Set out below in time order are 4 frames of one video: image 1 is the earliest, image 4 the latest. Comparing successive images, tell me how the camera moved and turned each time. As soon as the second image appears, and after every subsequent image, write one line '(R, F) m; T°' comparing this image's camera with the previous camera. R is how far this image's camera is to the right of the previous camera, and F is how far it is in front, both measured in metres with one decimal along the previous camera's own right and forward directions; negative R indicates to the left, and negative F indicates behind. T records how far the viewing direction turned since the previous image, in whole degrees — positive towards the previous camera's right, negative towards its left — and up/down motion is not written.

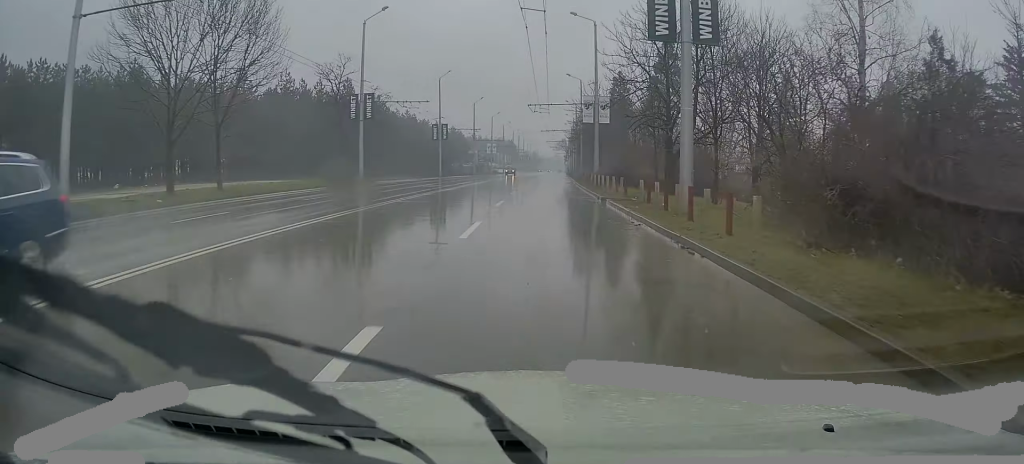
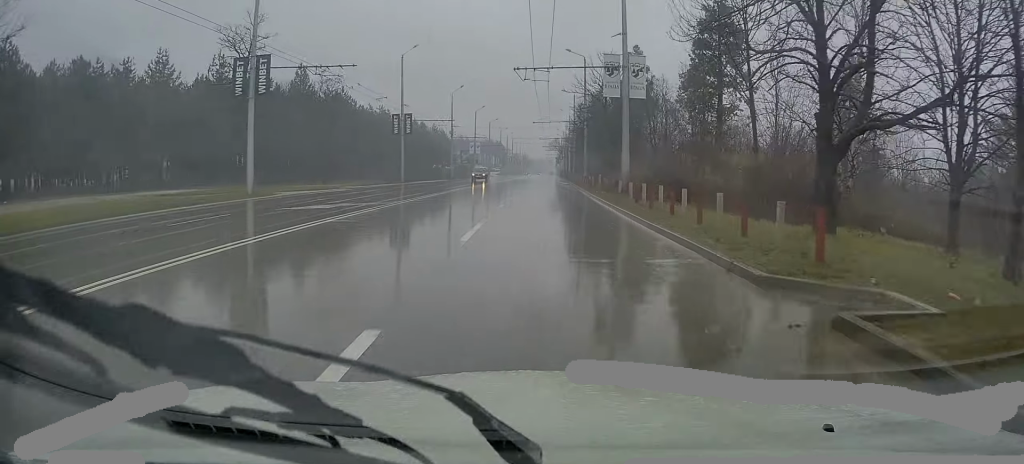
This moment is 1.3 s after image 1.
(-0.1, +17.8) m; +1°
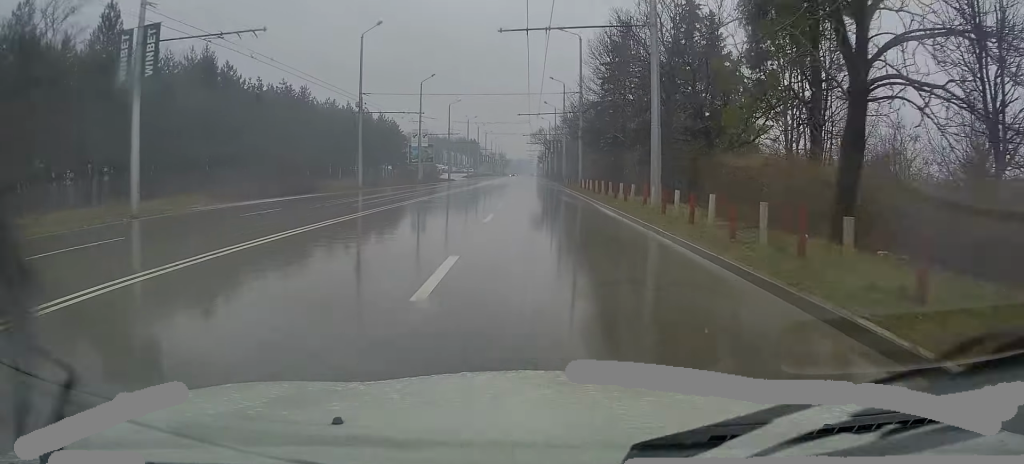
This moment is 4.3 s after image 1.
(+0.1, +40.2) m; 0°
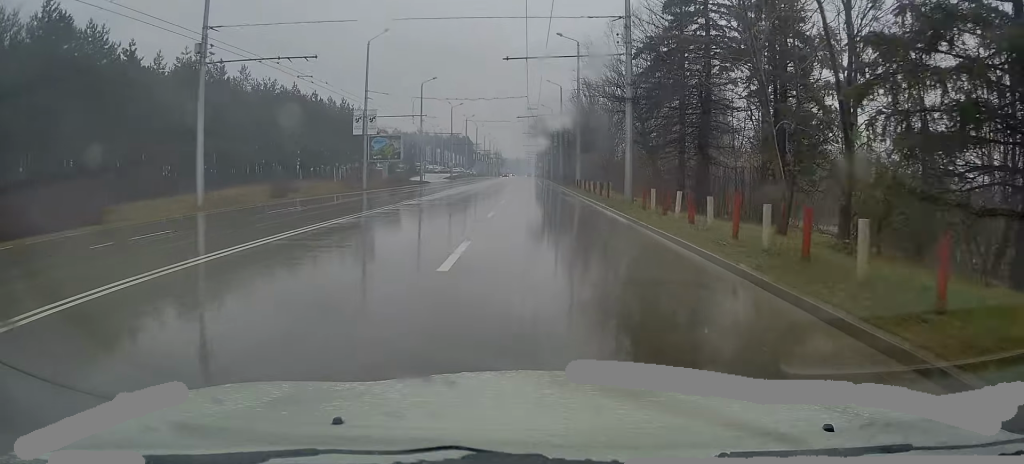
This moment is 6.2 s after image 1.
(+0.1, +24.6) m; +2°
